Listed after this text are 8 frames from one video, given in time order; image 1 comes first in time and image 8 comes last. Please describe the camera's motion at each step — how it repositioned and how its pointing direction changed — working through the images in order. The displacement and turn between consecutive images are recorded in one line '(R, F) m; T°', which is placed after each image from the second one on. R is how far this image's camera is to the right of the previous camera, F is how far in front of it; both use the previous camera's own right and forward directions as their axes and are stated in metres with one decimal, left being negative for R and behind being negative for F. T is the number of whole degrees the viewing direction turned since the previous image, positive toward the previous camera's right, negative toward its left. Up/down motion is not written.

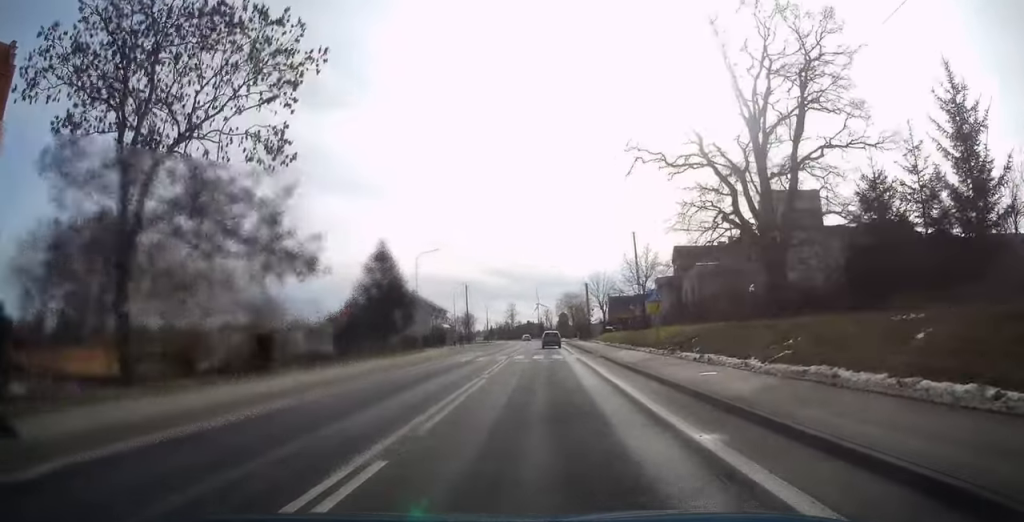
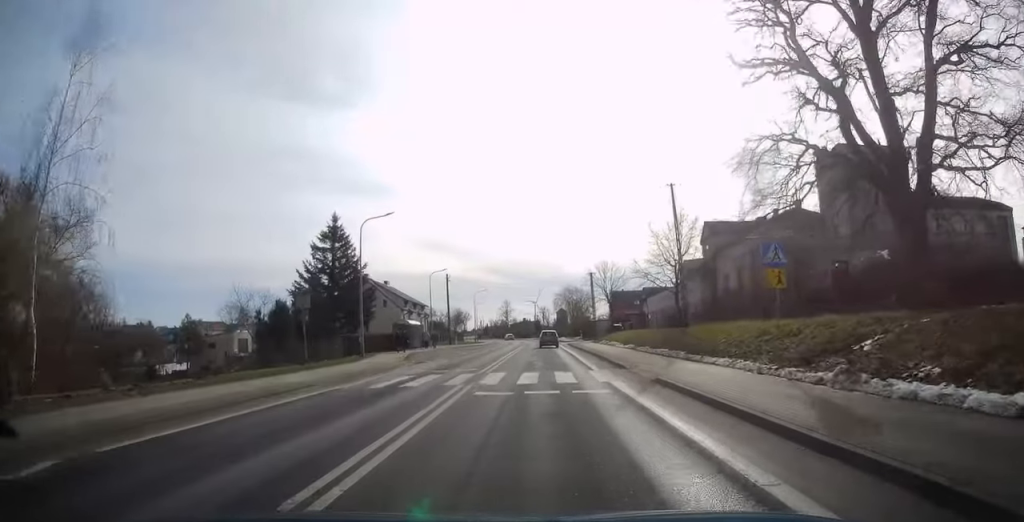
(-0.2, +14.9) m; -1°
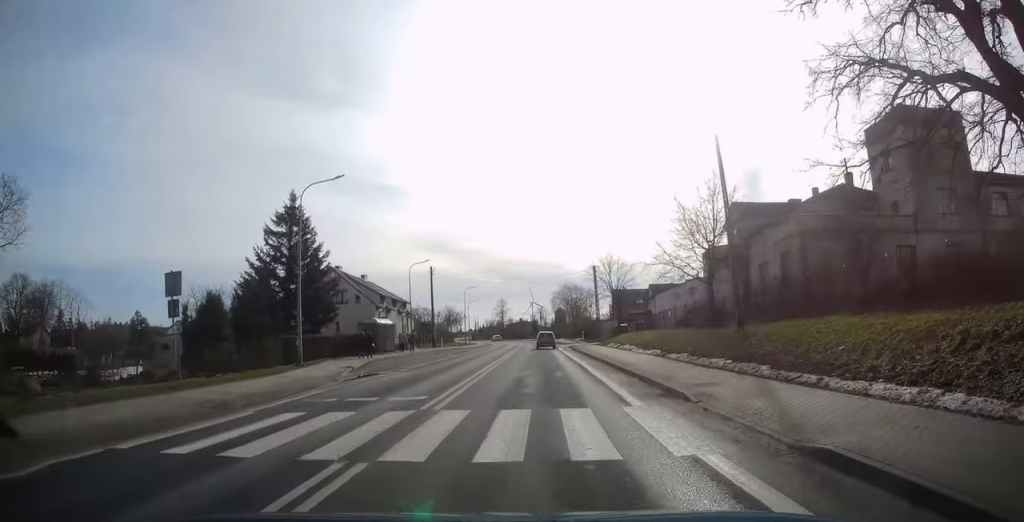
(+0.1, +8.9) m; 0°
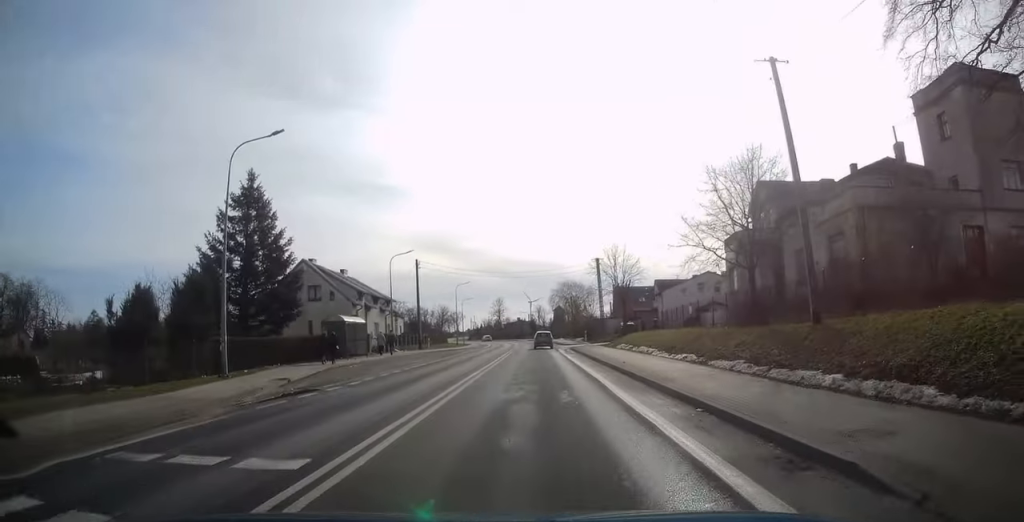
(0.0, +6.5) m; 0°
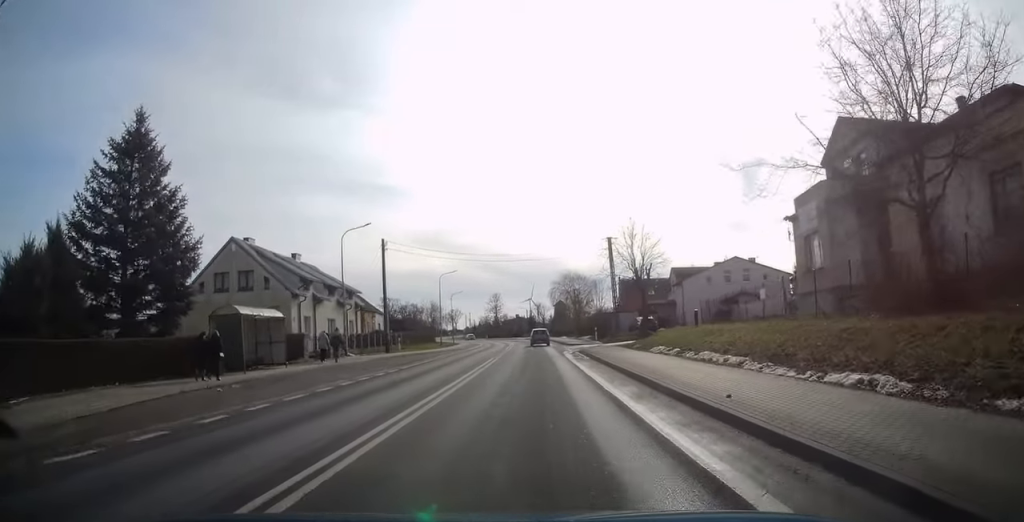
(-0.1, +12.2) m; 0°
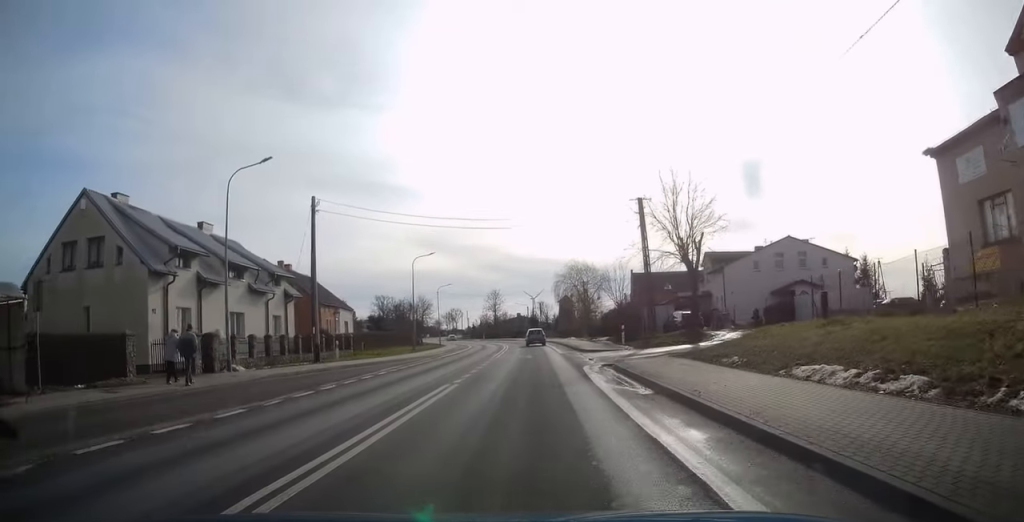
(+0.2, +15.1) m; 0°
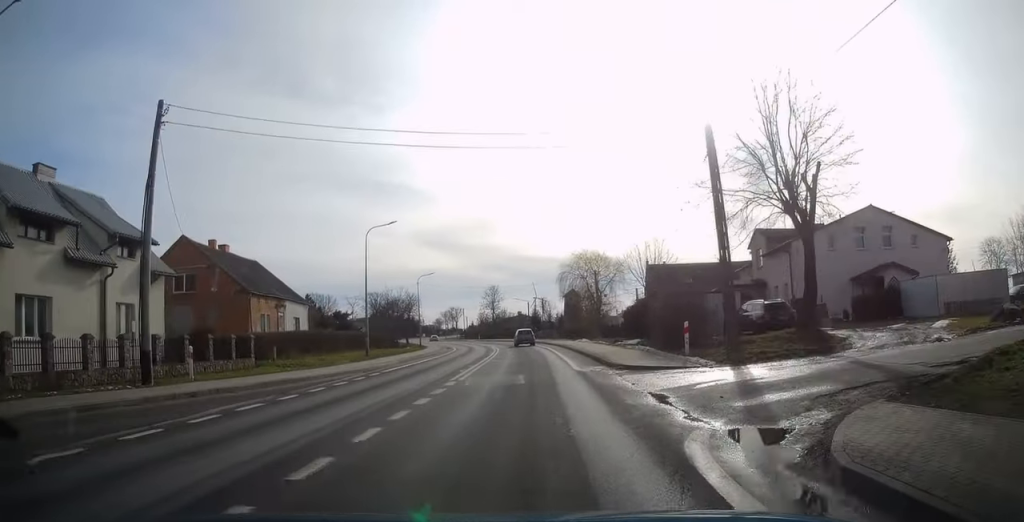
(-0.2, +14.8) m; -1°
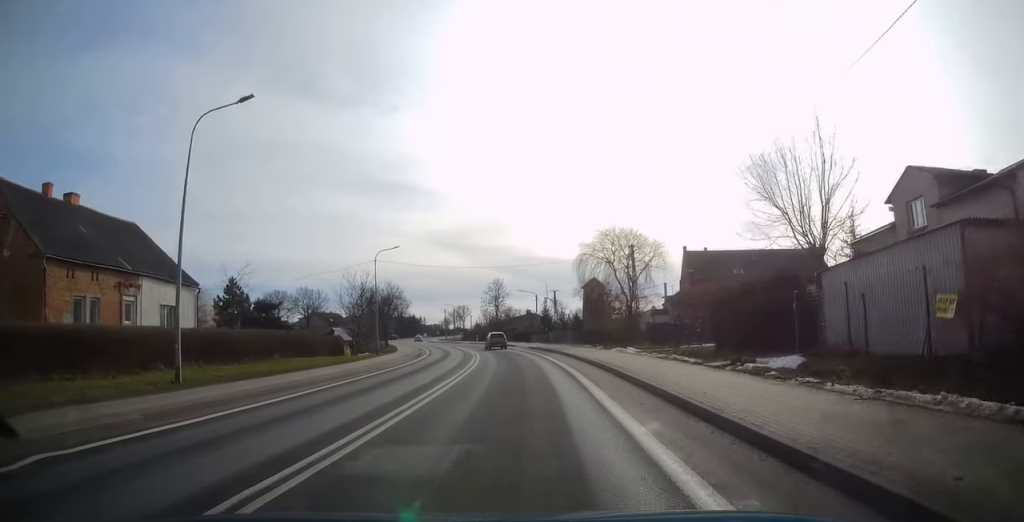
(-0.1, +21.1) m; -1°
